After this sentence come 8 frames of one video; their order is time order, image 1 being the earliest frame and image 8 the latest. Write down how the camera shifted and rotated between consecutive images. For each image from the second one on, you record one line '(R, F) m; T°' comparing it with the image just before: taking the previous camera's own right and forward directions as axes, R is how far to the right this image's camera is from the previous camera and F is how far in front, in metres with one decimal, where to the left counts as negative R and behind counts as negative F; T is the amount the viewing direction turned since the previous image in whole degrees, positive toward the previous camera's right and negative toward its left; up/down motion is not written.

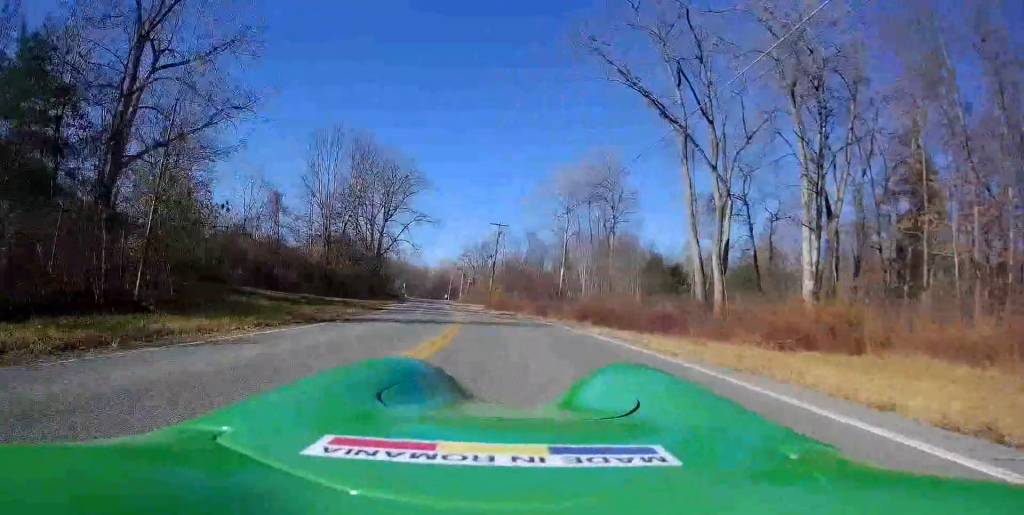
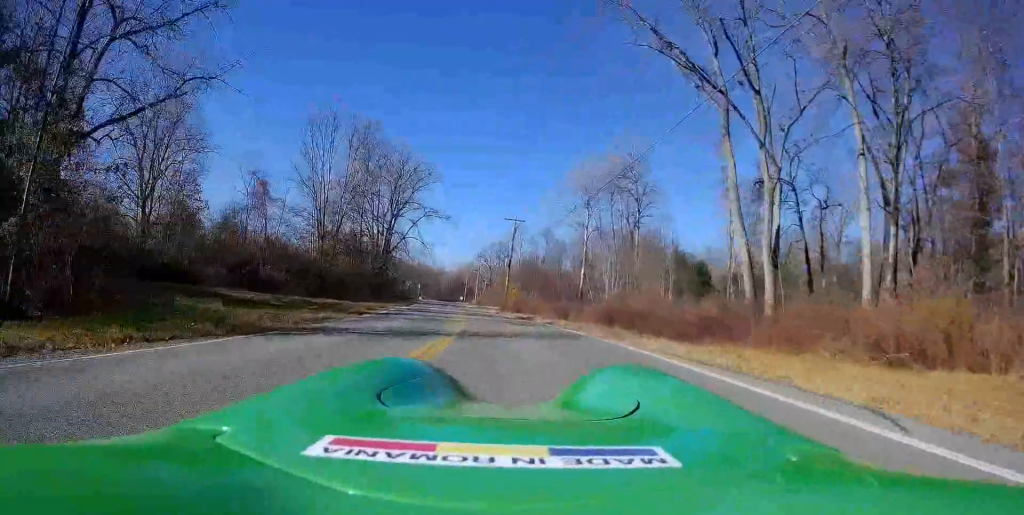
(0.0, +5.2) m; 0°
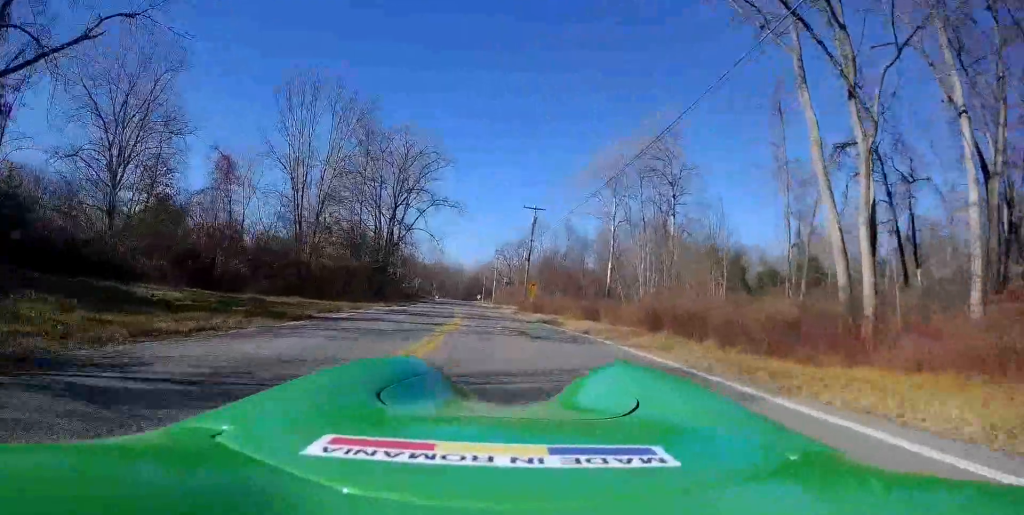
(0.0, +7.4) m; 0°
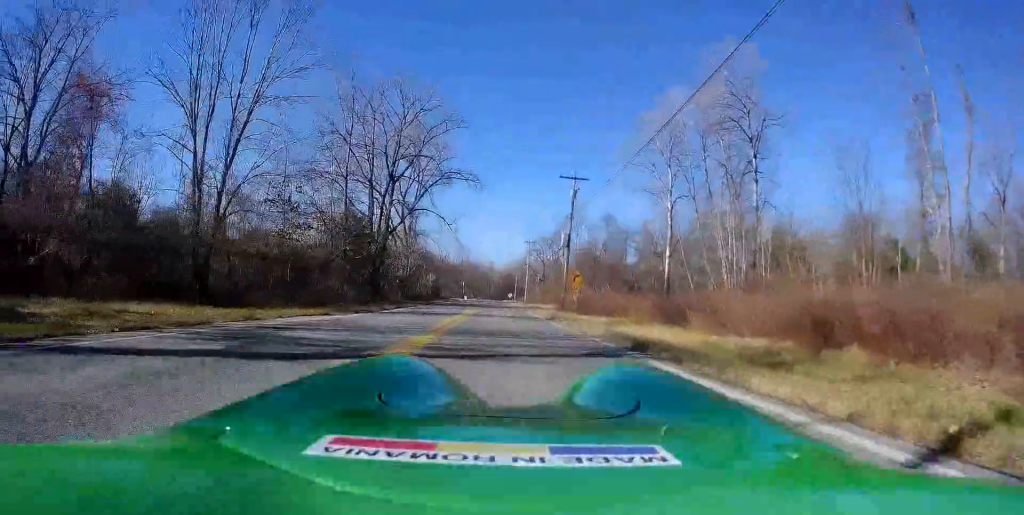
(0.0, +14.0) m; 0°
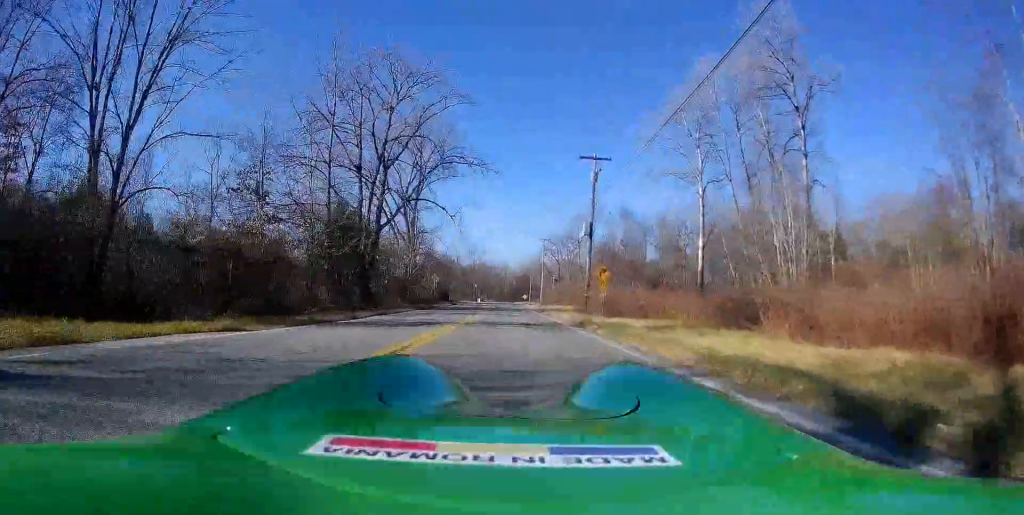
(0.0, +6.6) m; 0°
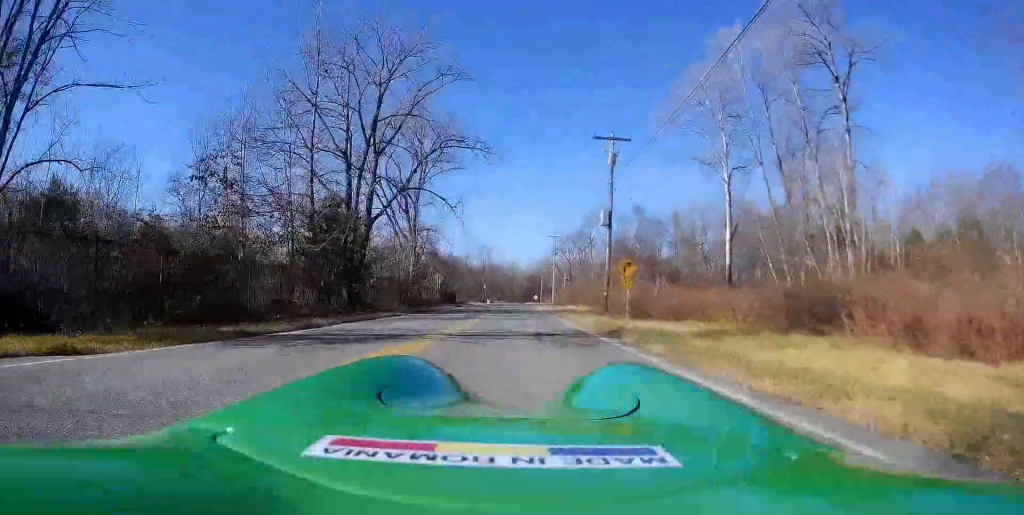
(0.0, +4.7) m; 0°
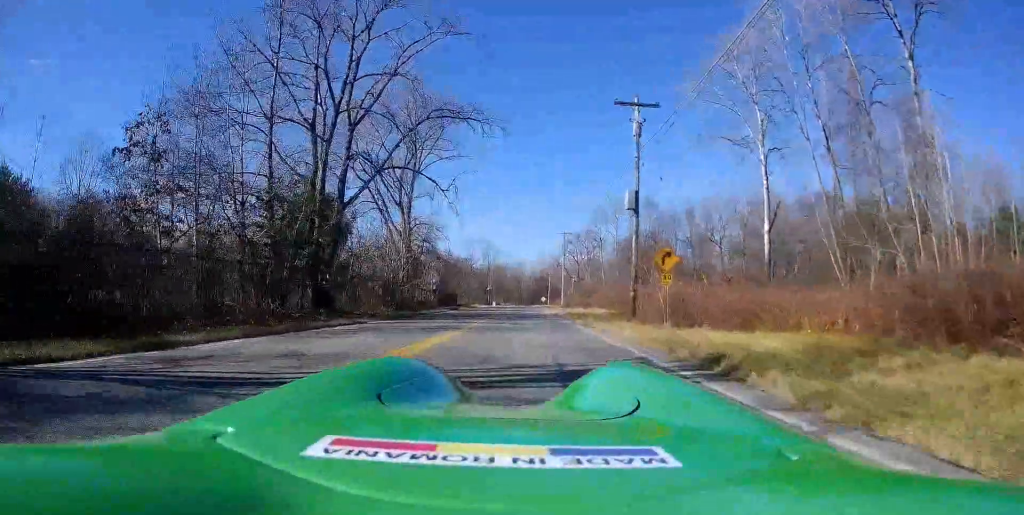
(0.0, +6.7) m; 0°
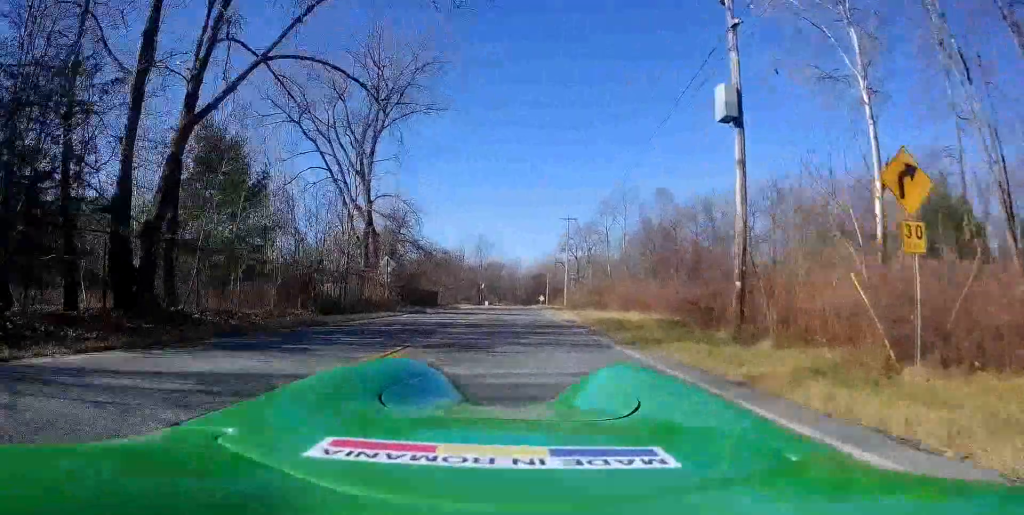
(0.0, +15.2) m; +1°
